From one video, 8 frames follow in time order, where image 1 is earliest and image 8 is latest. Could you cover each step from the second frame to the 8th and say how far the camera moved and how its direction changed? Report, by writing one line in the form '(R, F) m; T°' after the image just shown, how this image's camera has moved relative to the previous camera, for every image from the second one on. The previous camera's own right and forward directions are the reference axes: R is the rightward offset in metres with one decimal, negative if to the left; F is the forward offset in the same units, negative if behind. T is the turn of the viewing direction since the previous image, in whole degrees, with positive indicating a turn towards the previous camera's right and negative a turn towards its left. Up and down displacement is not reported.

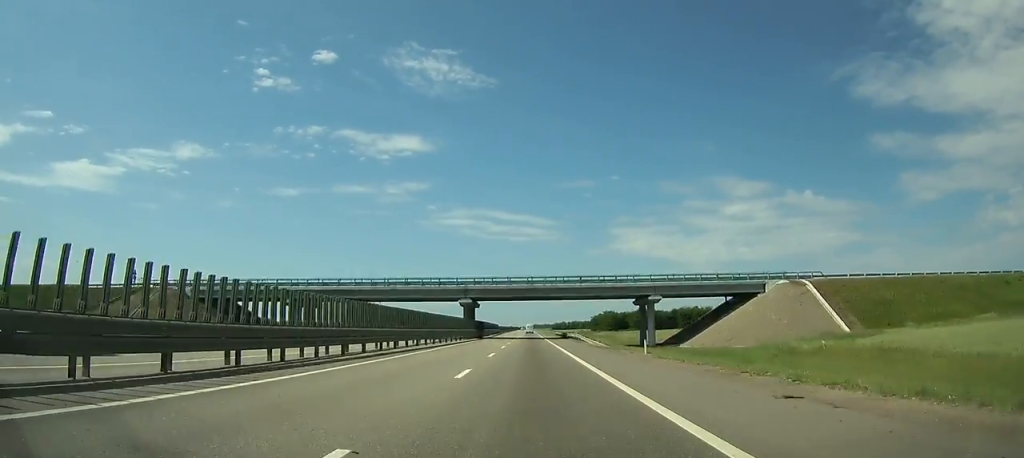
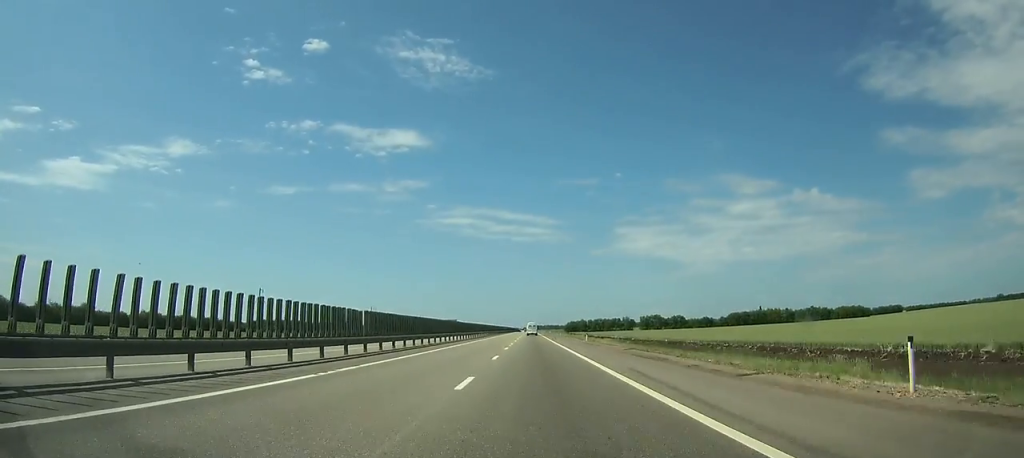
(+0.5, +267.6) m; 0°
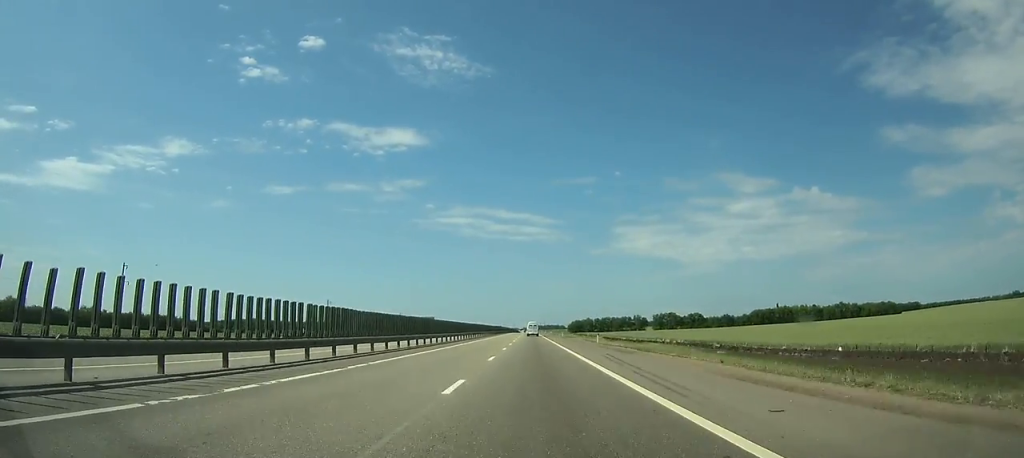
(0.0, +62.5) m; 0°
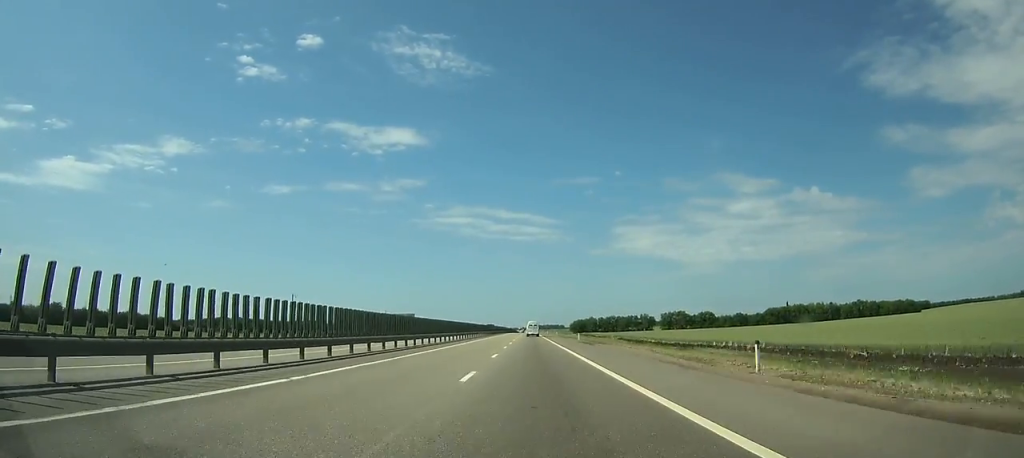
(+0.1, +33.8) m; 0°
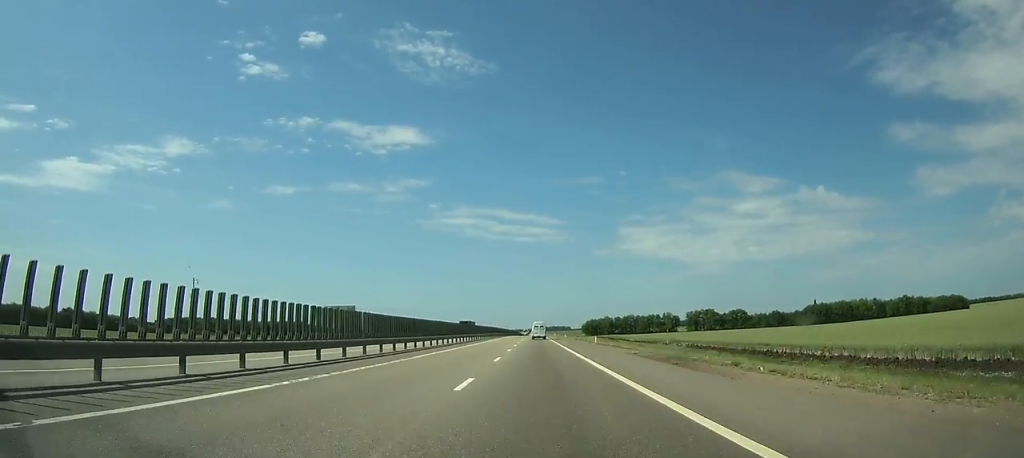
(-0.3, +61.3) m; 0°
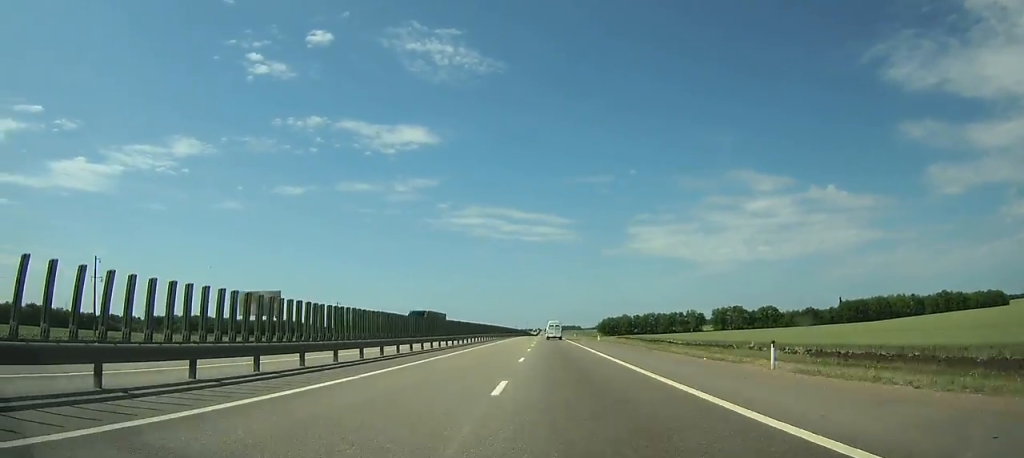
(-0.1, +36.1) m; 0°
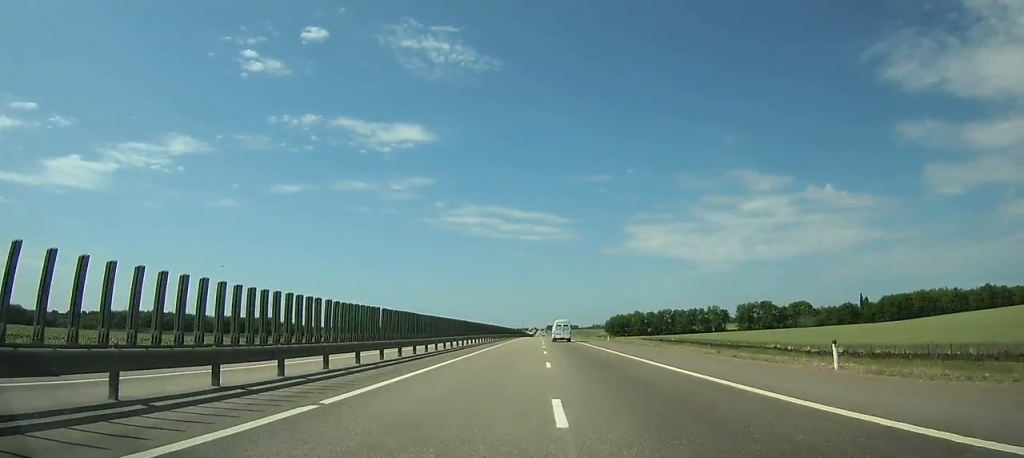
(-0.2, +50.9) m; 0°
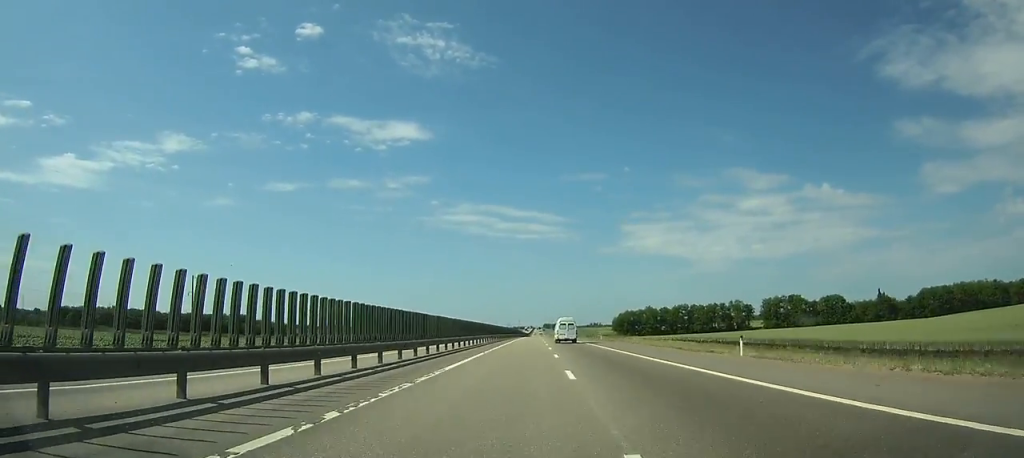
(-0.2, +39.7) m; 0°
